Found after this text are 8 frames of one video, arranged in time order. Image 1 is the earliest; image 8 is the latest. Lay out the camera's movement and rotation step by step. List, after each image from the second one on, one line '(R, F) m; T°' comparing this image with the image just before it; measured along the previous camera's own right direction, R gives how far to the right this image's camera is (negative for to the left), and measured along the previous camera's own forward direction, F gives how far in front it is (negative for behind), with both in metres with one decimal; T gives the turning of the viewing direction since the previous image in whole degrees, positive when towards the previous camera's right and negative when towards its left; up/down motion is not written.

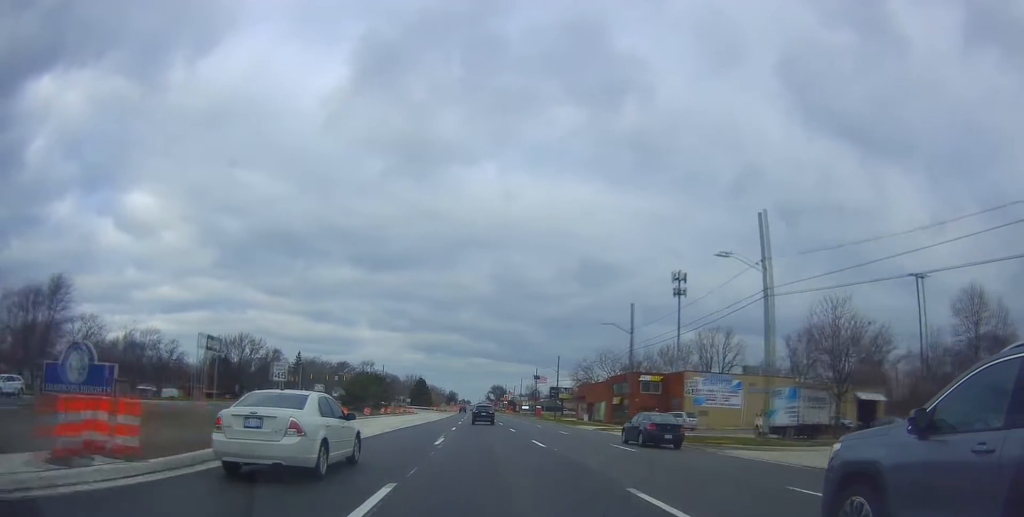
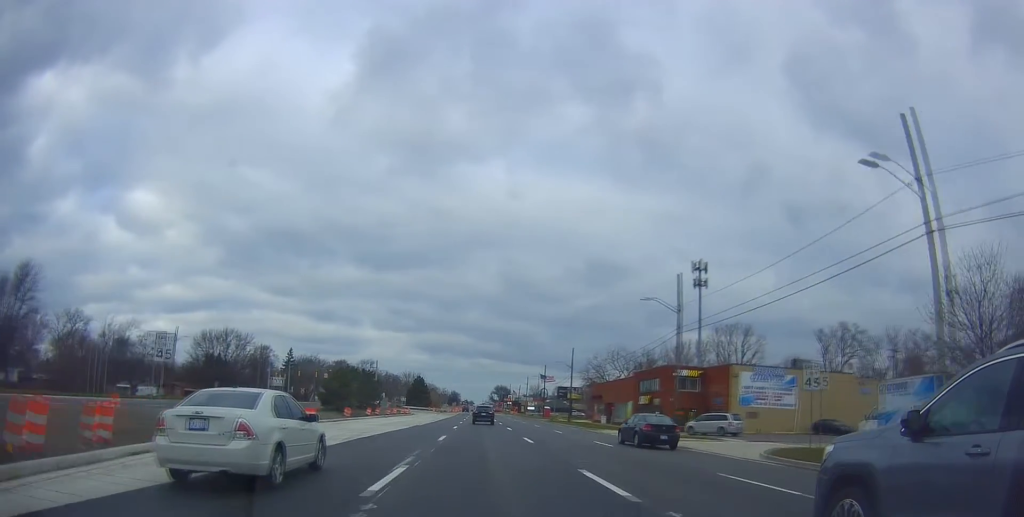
(-0.3, +12.0) m; 0°
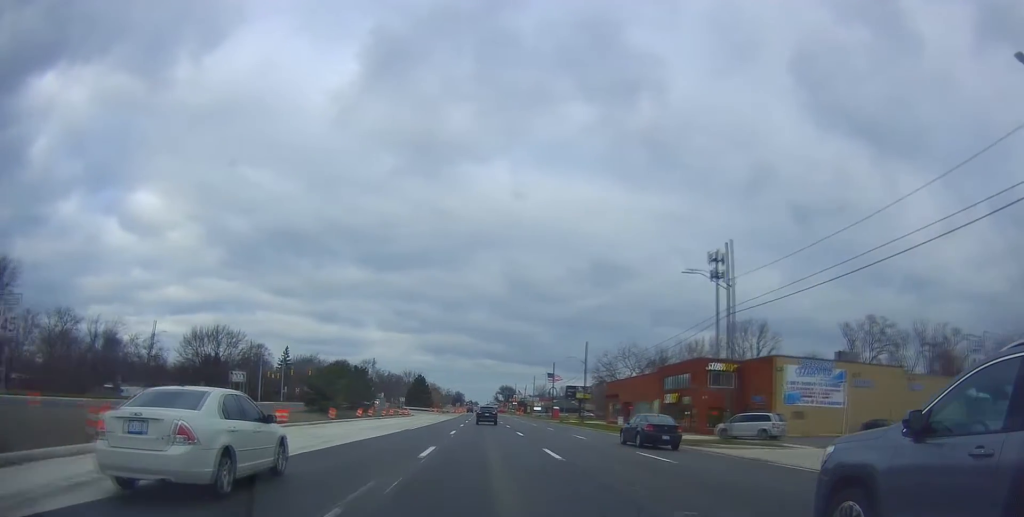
(+0.3, +8.0) m; +1°
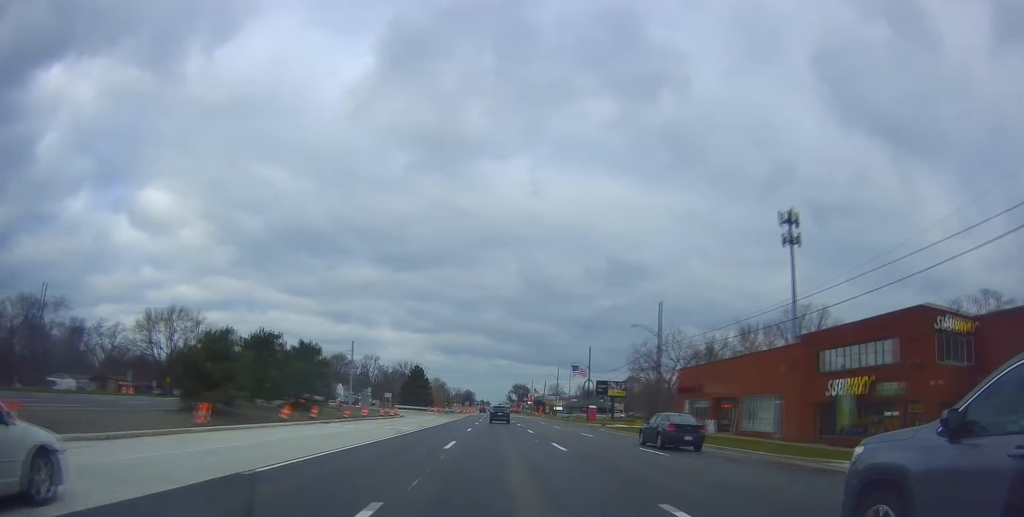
(+0.1, +27.7) m; +1°
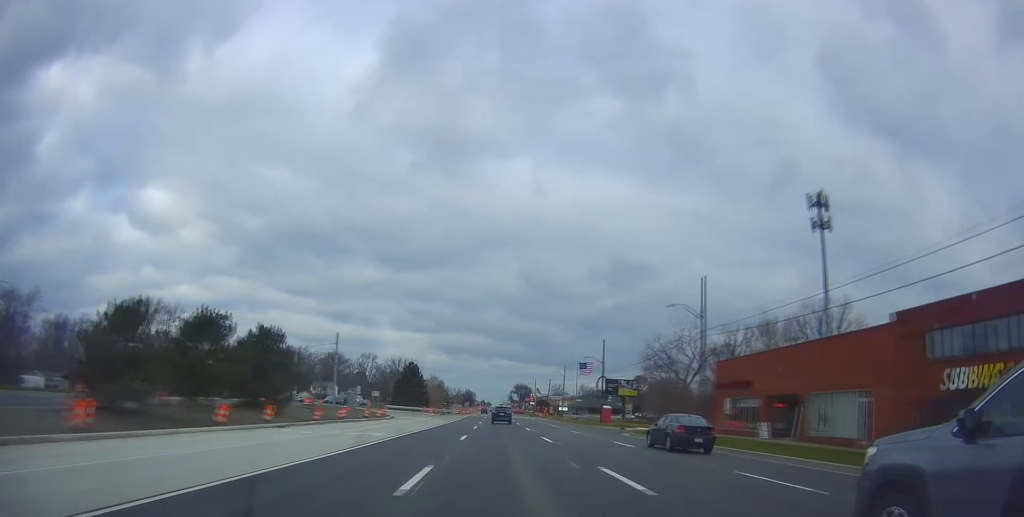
(+0.2, +9.8) m; -1°
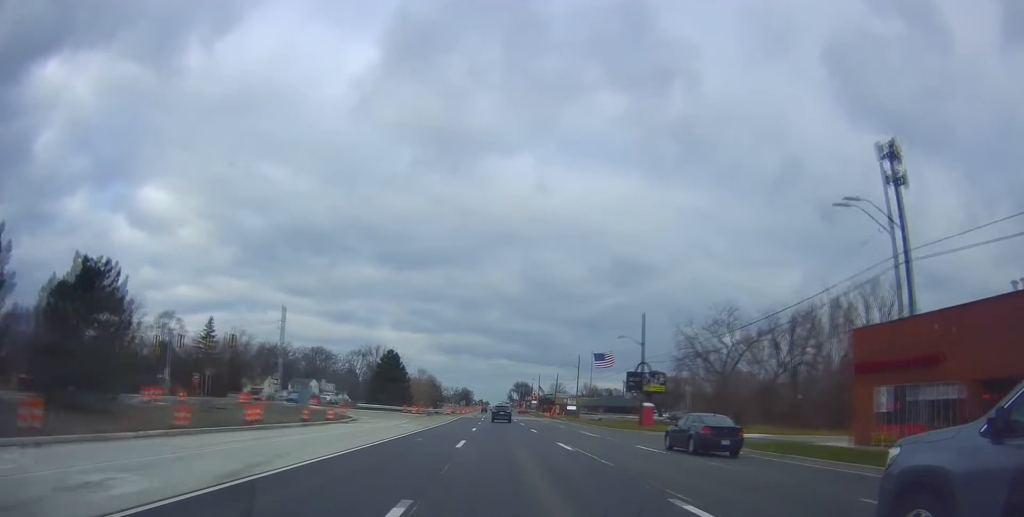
(-0.3, +20.6) m; 0°
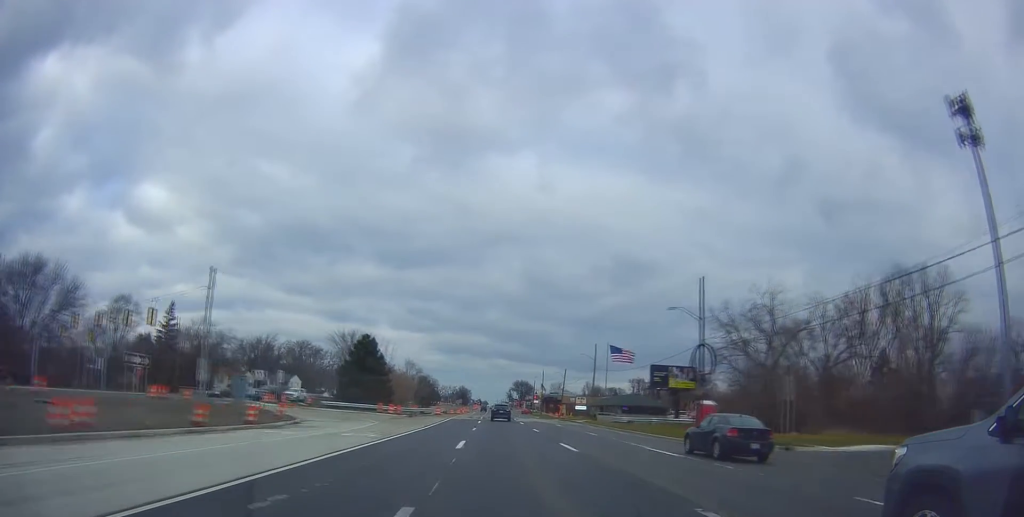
(0.0, +16.3) m; 0°
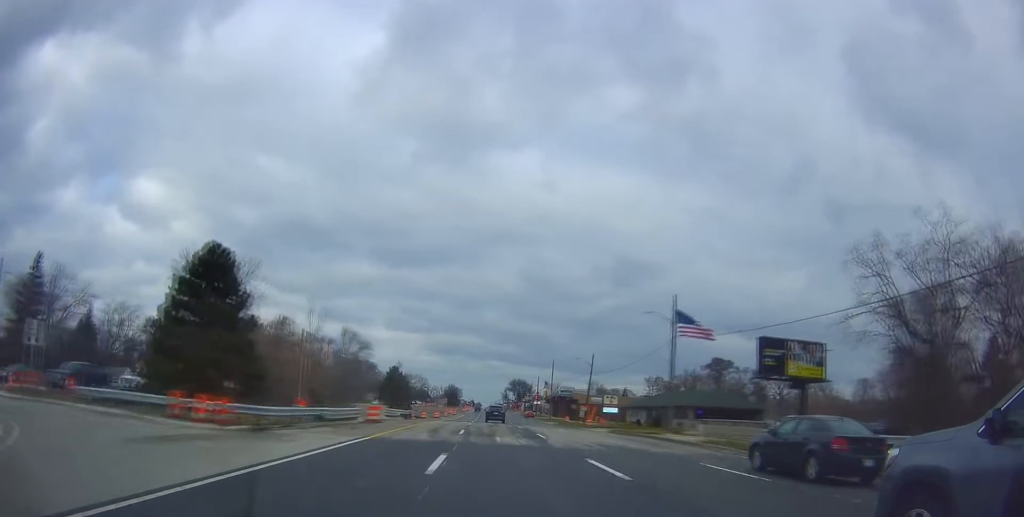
(+0.4, +38.1) m; 0°
